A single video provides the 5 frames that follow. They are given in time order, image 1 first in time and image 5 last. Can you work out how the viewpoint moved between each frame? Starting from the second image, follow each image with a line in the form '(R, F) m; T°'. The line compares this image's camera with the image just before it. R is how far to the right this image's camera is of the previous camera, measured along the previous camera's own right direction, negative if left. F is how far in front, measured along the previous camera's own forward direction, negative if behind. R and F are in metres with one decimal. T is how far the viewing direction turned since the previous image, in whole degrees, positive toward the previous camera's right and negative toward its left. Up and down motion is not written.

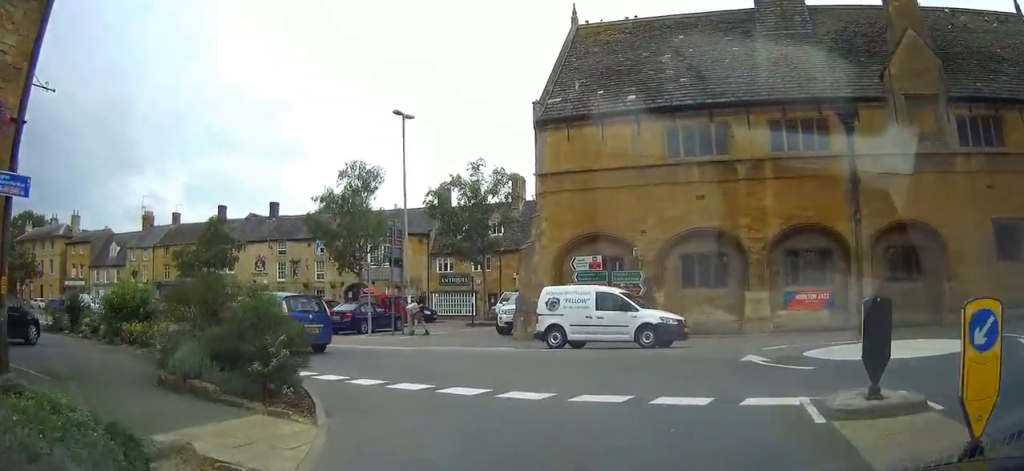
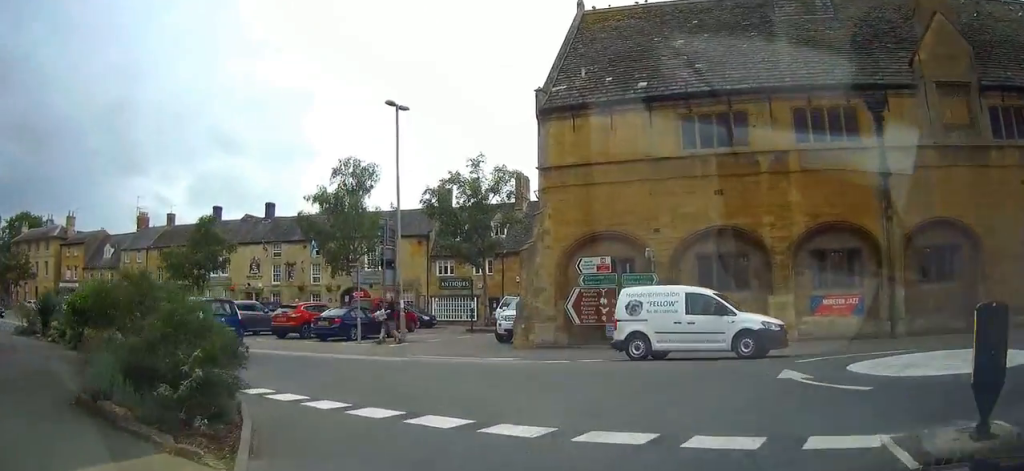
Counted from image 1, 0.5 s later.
(0.0, +2.3) m; 0°
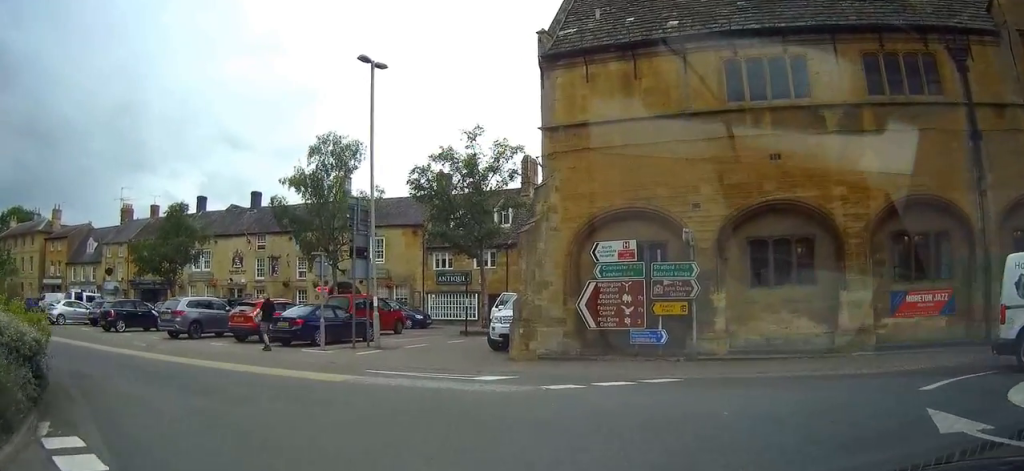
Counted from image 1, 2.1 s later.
(-0.1, +5.9) m; +6°
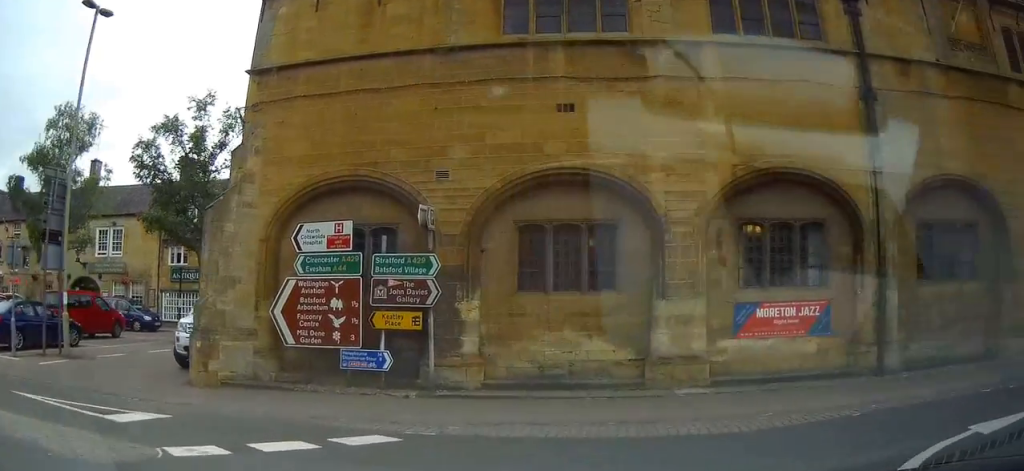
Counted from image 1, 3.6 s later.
(+0.7, +4.4) m; +11°
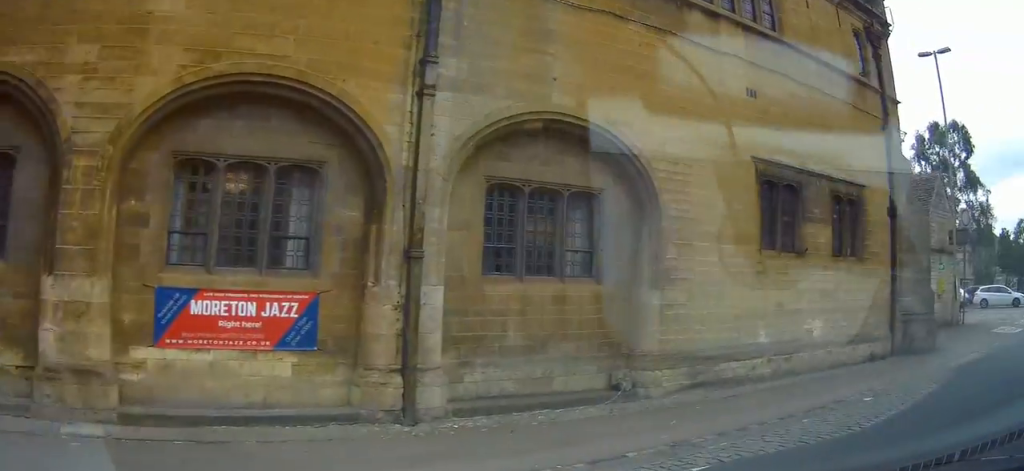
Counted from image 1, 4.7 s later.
(+0.1, +4.5) m; +19°
